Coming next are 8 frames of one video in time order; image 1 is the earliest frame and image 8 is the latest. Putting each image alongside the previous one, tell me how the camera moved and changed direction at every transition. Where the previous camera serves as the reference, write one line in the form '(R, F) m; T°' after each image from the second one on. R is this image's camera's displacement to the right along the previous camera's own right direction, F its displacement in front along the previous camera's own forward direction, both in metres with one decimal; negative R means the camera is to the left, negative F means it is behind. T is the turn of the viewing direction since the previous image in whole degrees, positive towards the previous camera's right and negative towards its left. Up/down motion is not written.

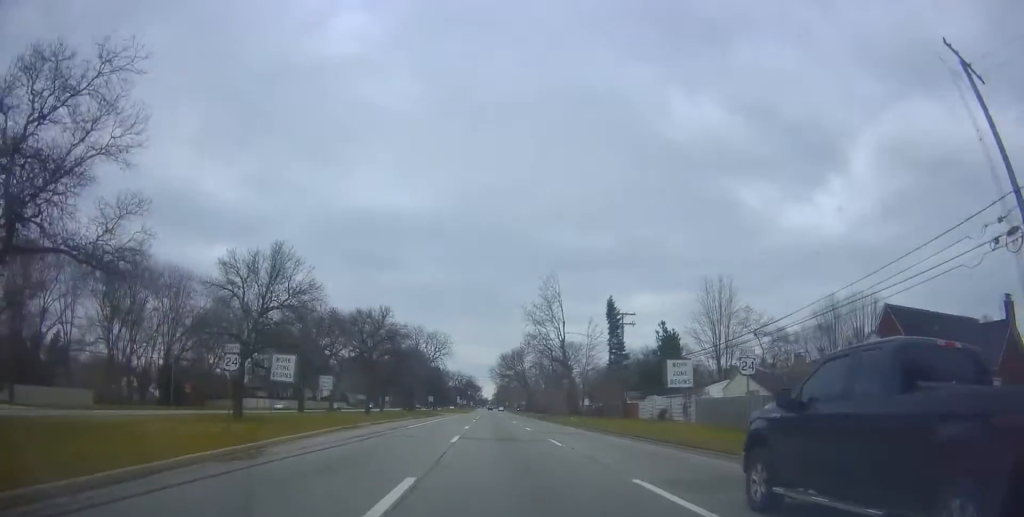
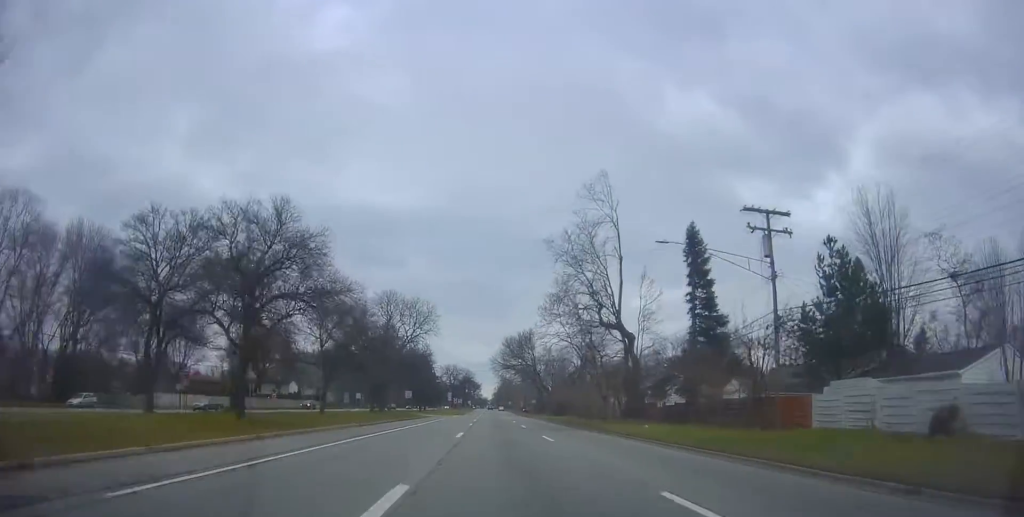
(+0.1, +30.6) m; -1°
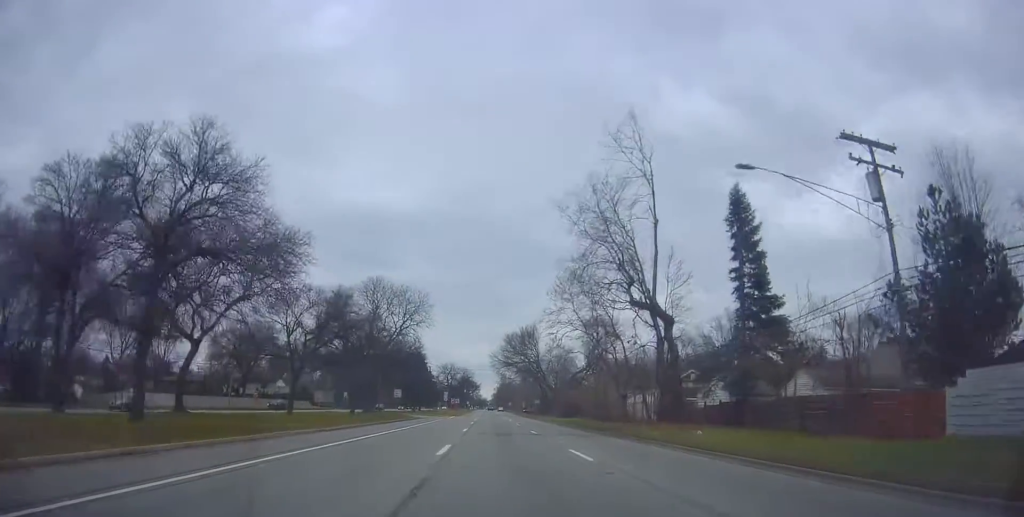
(+0.1, +9.1) m; -1°
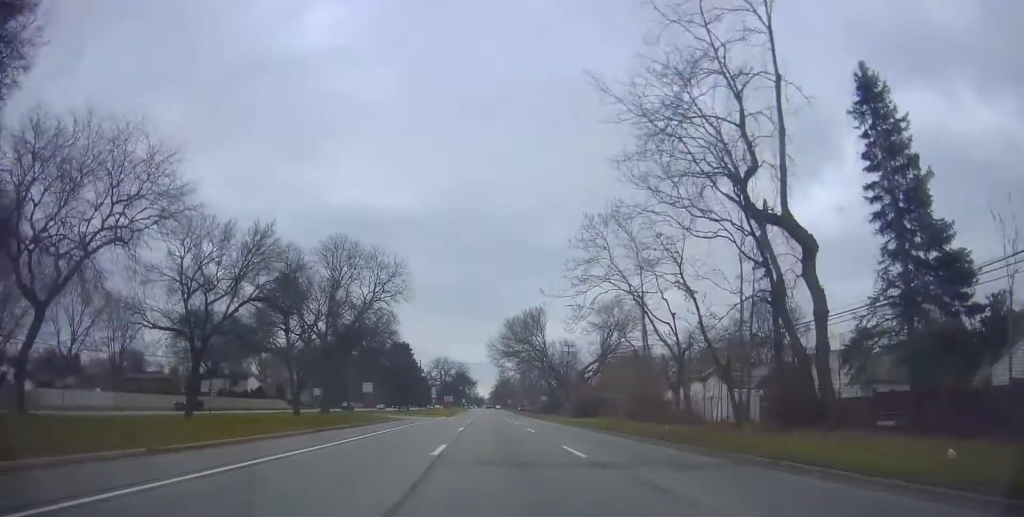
(-0.4, +16.2) m; -1°
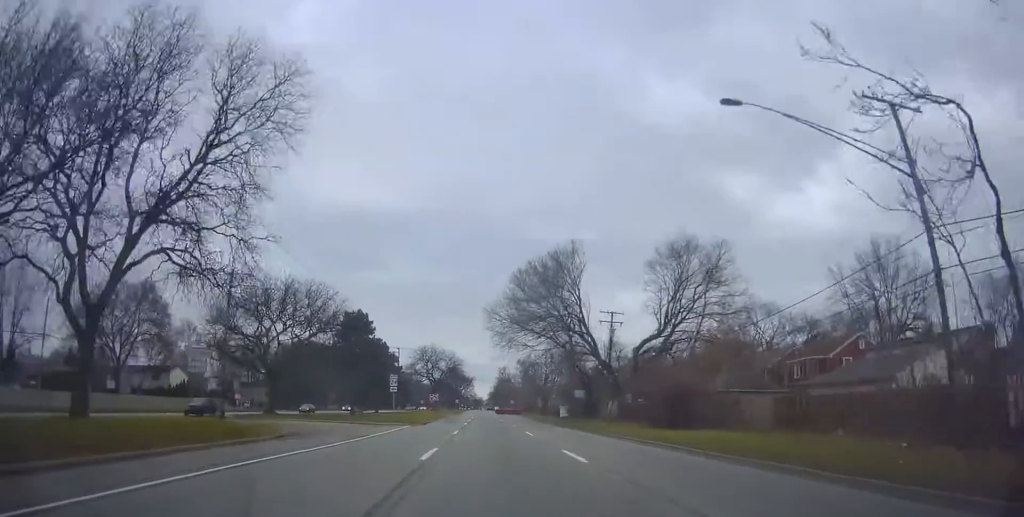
(+0.5, +32.7) m; +2°
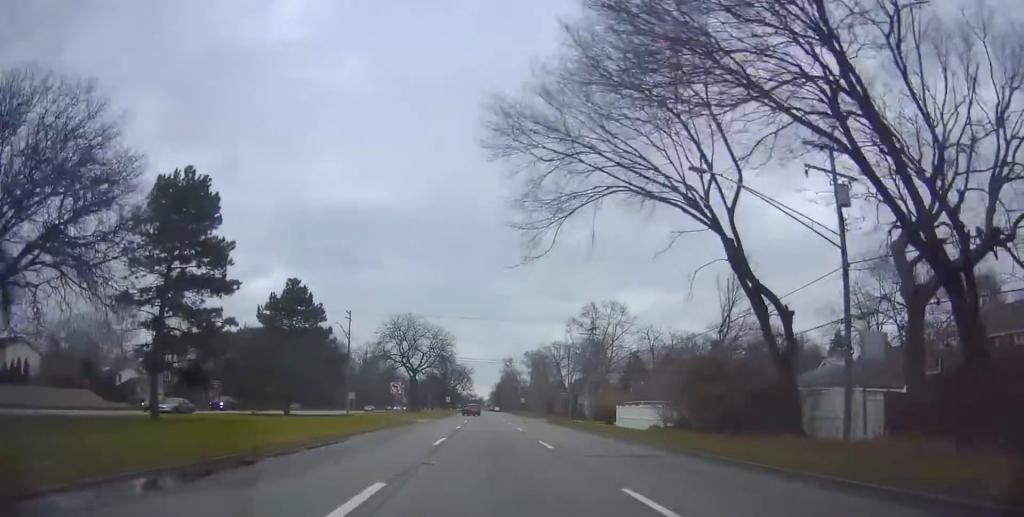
(0.0, +40.2) m; 0°
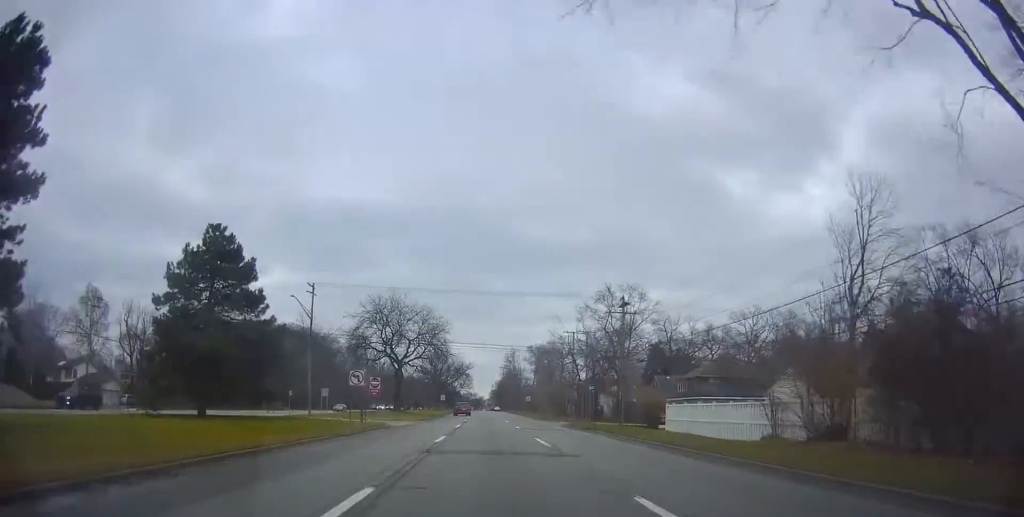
(0.0, +15.0) m; -1°
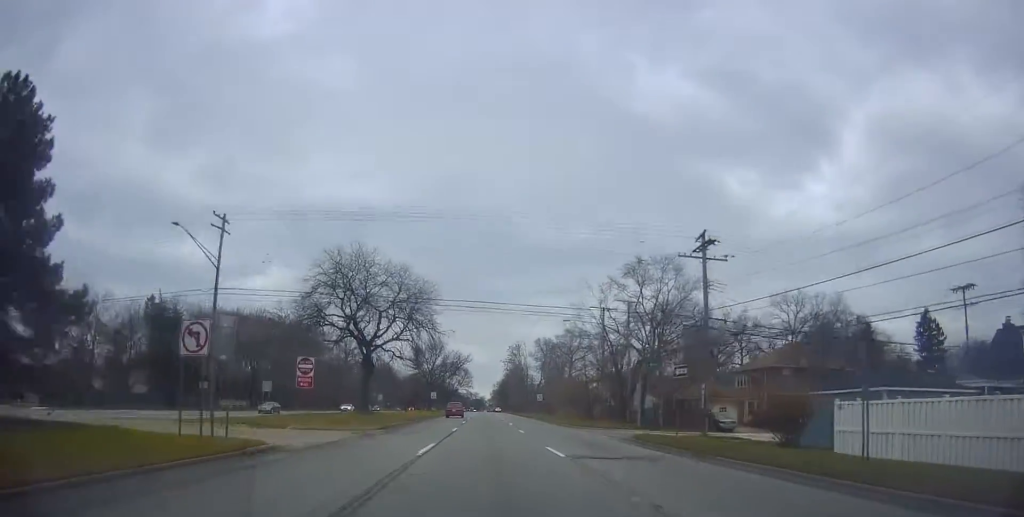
(-0.4, +20.0) m; -1°
